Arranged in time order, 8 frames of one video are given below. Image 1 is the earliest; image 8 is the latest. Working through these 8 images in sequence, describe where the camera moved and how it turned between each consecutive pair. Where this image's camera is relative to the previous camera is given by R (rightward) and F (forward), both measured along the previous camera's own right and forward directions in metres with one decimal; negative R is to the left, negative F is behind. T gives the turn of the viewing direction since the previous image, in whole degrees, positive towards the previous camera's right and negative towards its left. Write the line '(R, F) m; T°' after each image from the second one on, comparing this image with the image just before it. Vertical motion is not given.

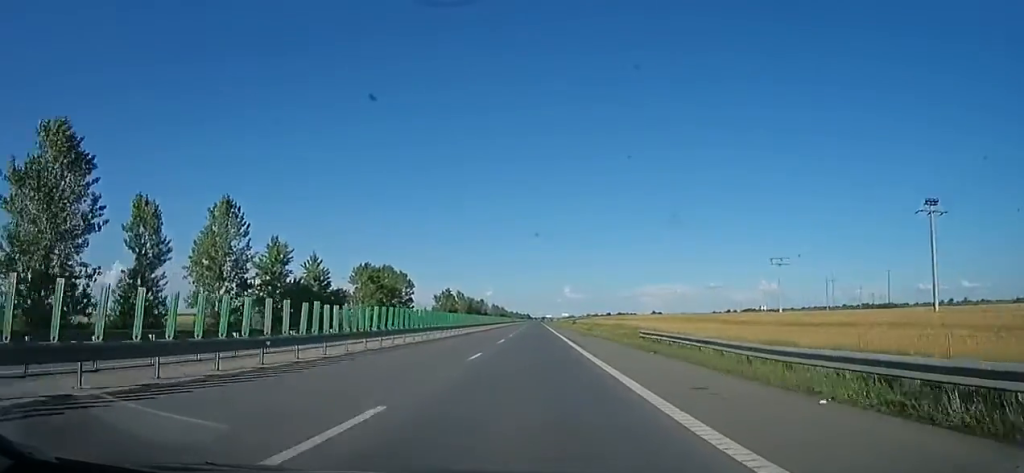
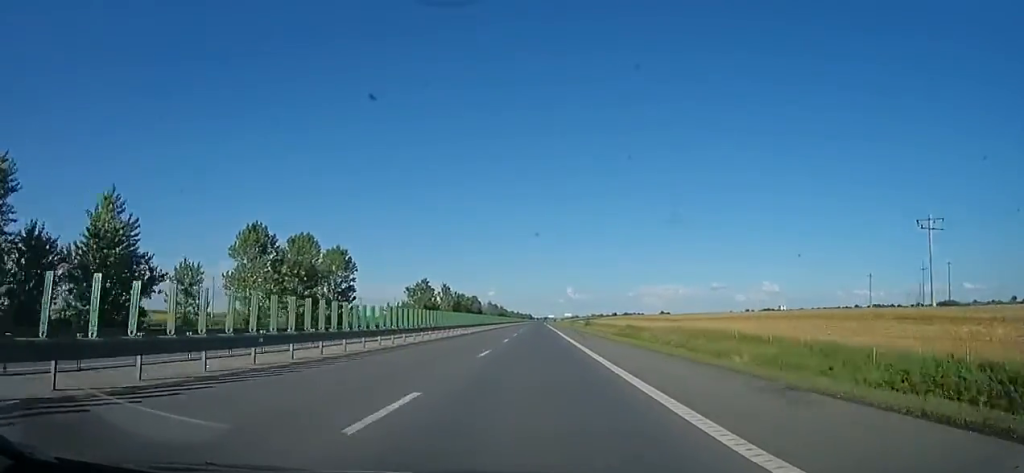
(0.0, +34.3) m; 0°
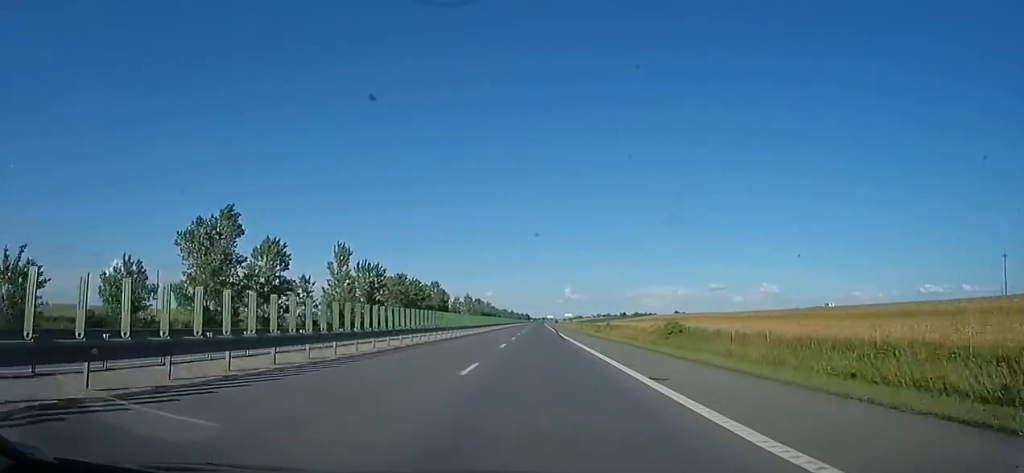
(-1.5, +77.4) m; -2°
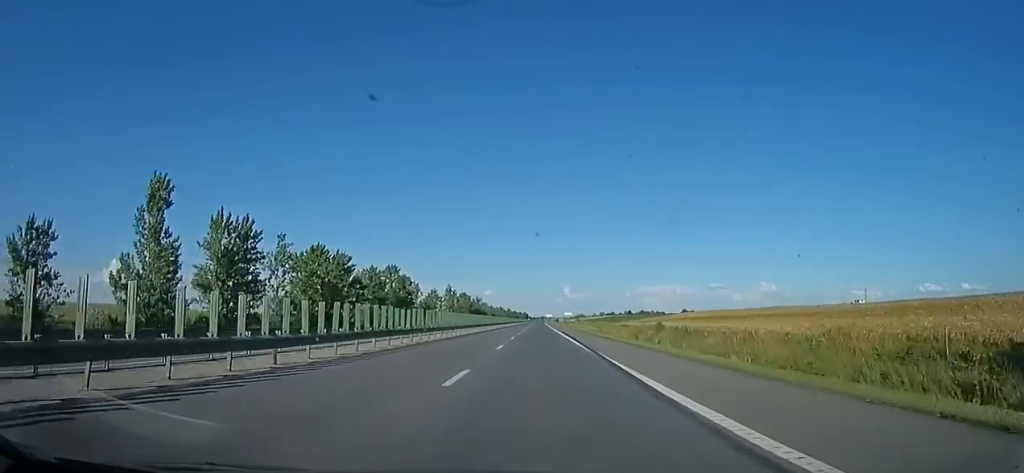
(-0.1, +37.7) m; 0°
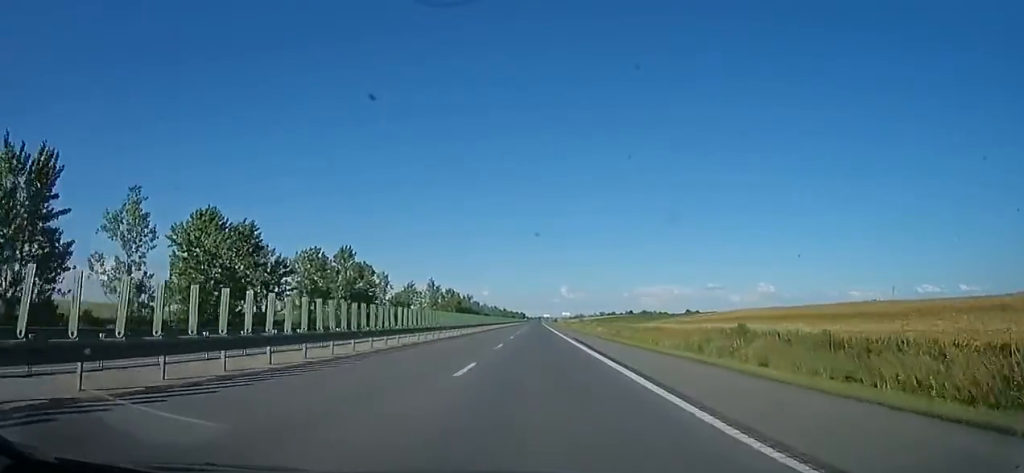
(0.0, +21.9) m; +1°
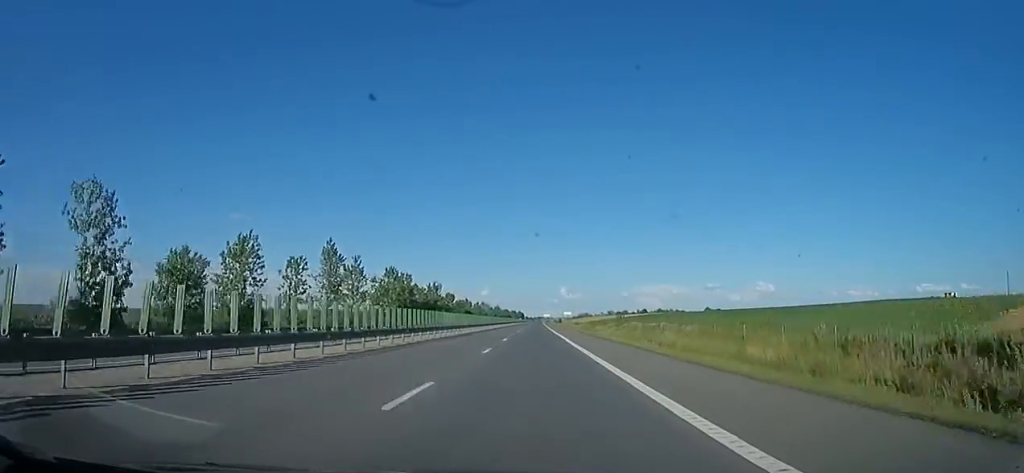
(+2.6, +63.3) m; +2°
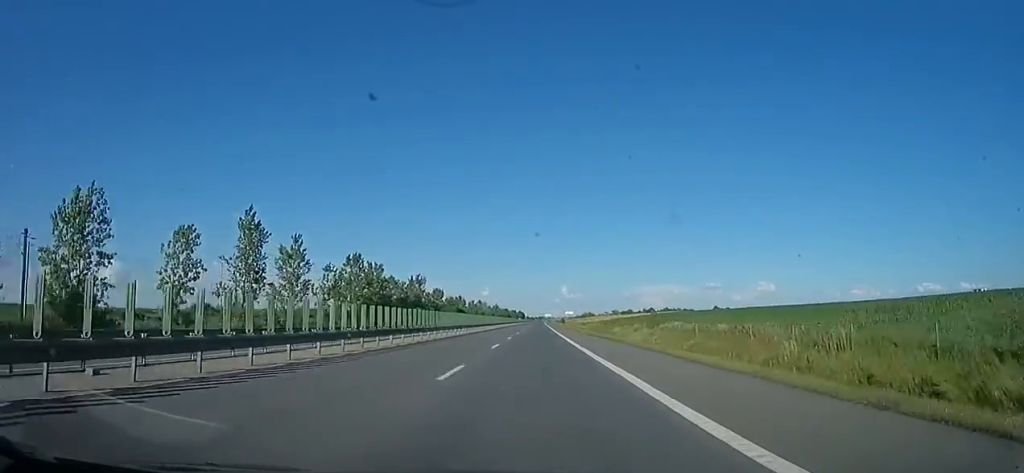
(-0.9, +20.2) m; 0°
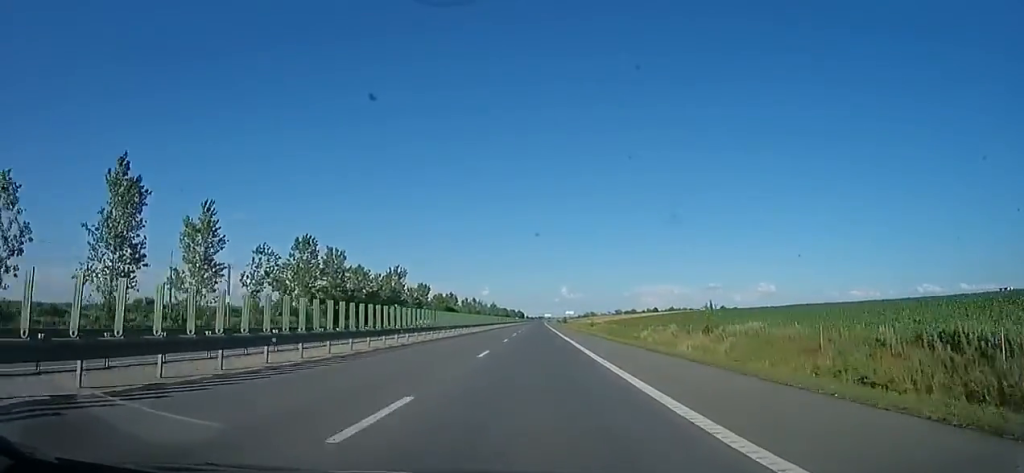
(-0.7, +17.1) m; 0°
